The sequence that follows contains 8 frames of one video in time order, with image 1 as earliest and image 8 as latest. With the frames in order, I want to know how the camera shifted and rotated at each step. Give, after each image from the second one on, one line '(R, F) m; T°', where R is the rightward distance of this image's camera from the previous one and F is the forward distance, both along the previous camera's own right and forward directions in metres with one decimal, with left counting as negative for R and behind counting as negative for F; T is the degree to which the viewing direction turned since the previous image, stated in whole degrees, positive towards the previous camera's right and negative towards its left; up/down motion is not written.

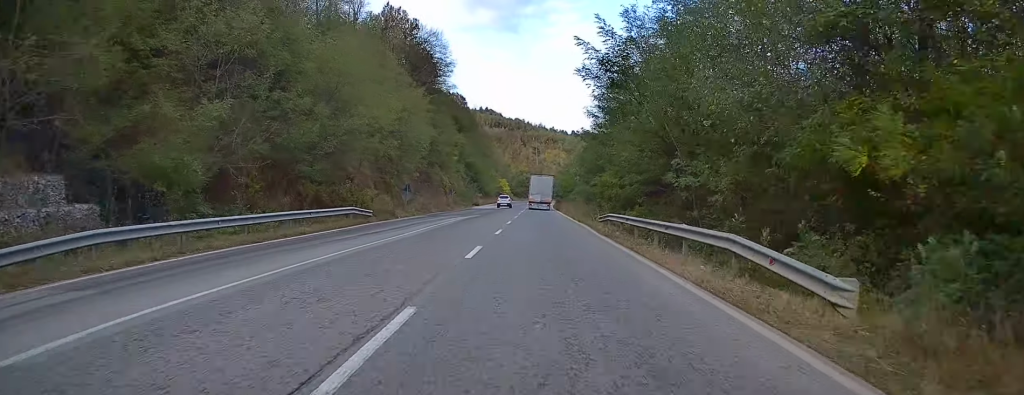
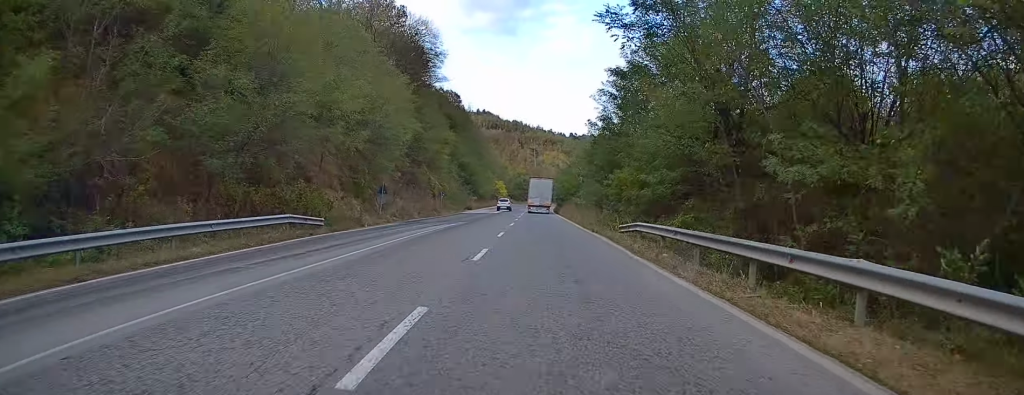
(0.0, +8.5) m; 0°
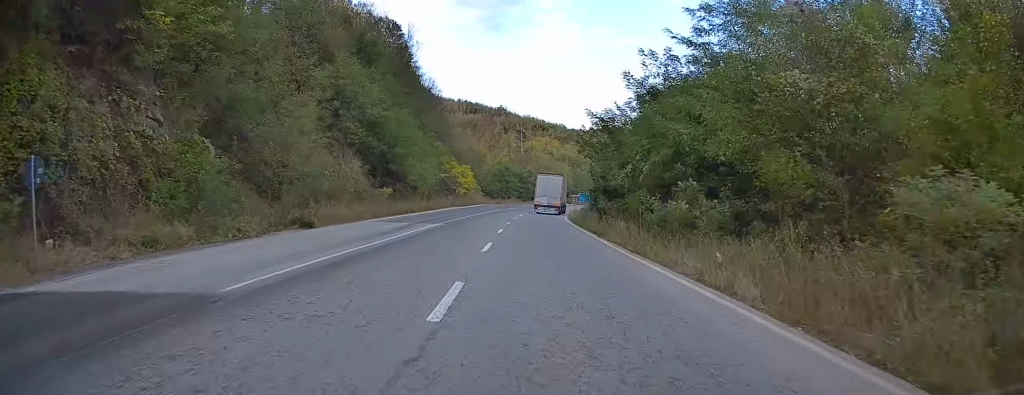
(+0.8, +61.9) m; +1°
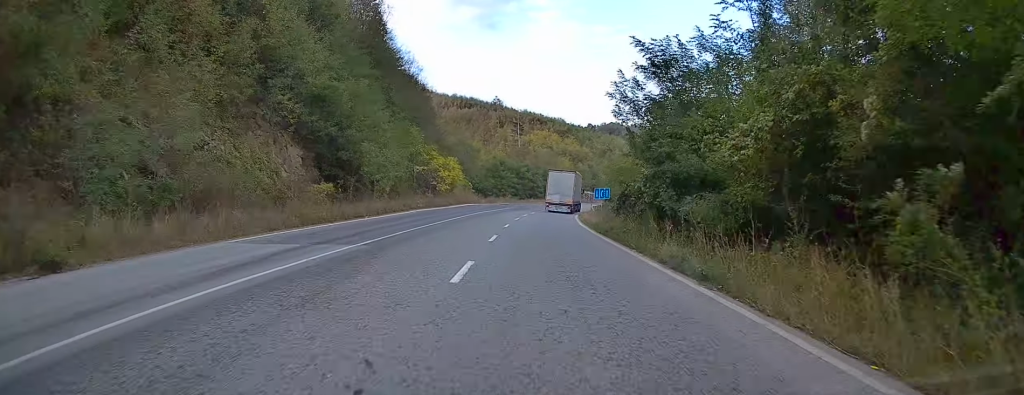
(+0.1, +15.0) m; 0°
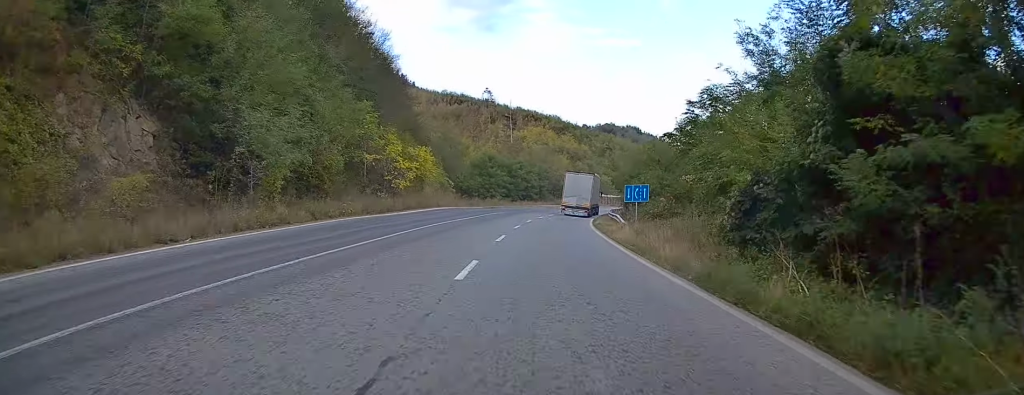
(0.0, +17.4) m; +1°
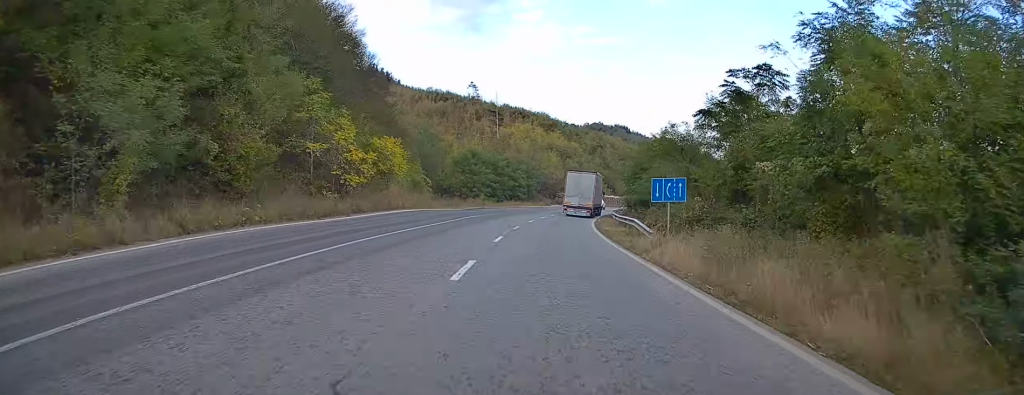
(+0.1, +9.3) m; +1°
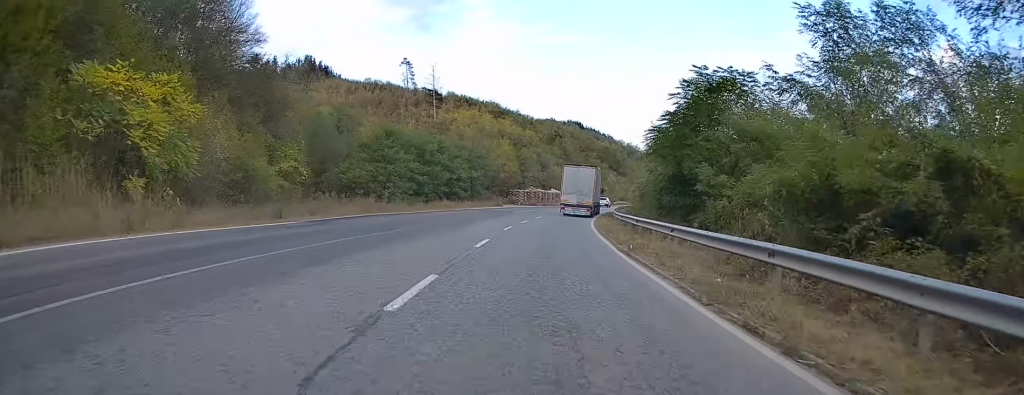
(+0.8, +29.2) m; +4°
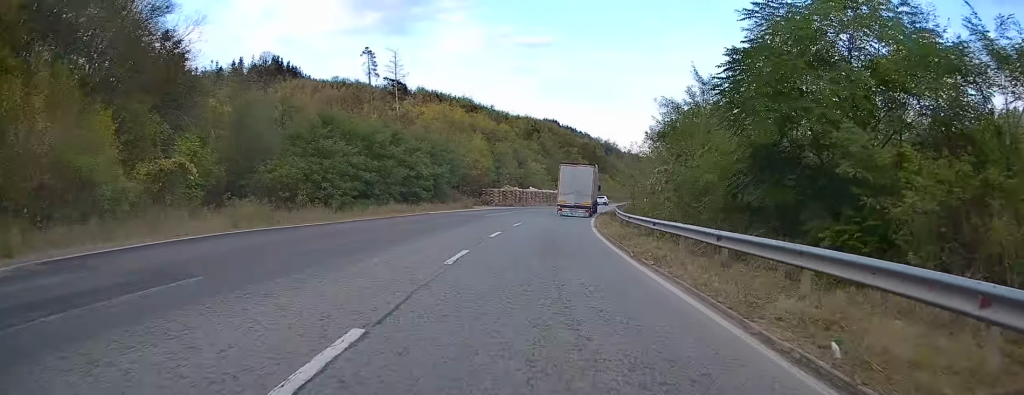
(+0.1, +13.0) m; +2°
